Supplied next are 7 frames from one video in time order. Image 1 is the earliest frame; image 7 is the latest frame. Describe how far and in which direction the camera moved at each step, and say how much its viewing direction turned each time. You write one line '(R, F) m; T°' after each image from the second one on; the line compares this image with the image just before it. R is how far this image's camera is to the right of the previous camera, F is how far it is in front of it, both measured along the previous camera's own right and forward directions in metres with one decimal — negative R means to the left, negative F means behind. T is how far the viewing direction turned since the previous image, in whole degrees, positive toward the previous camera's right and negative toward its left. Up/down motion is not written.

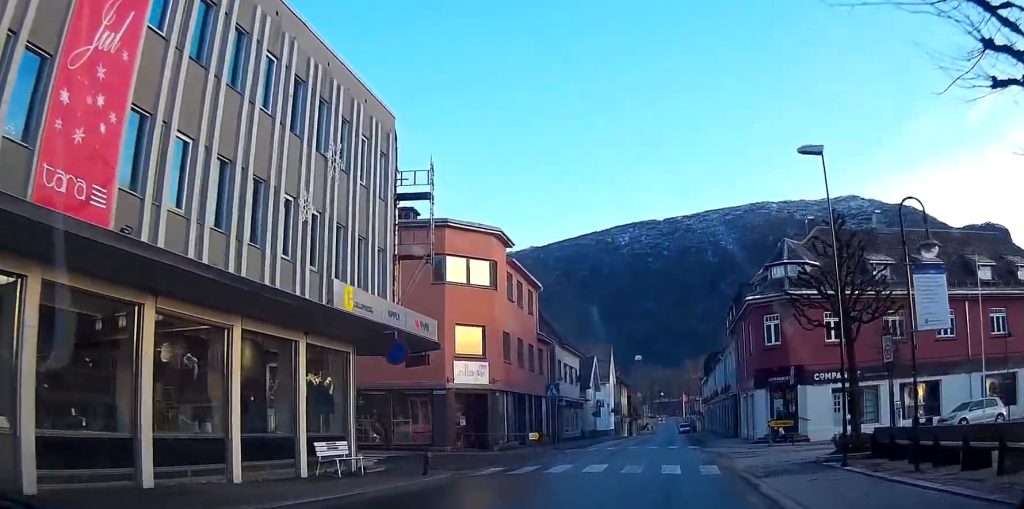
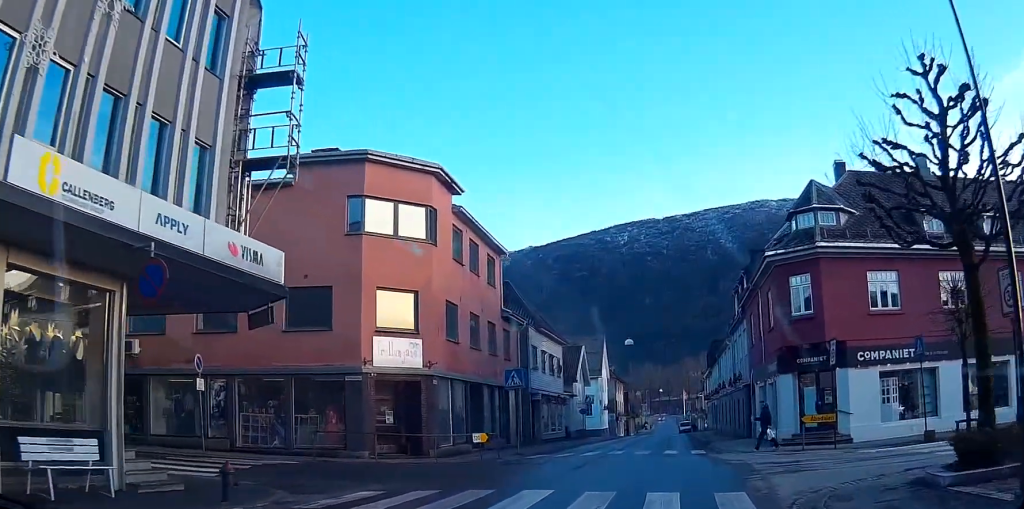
(0.0, +9.8) m; -2°
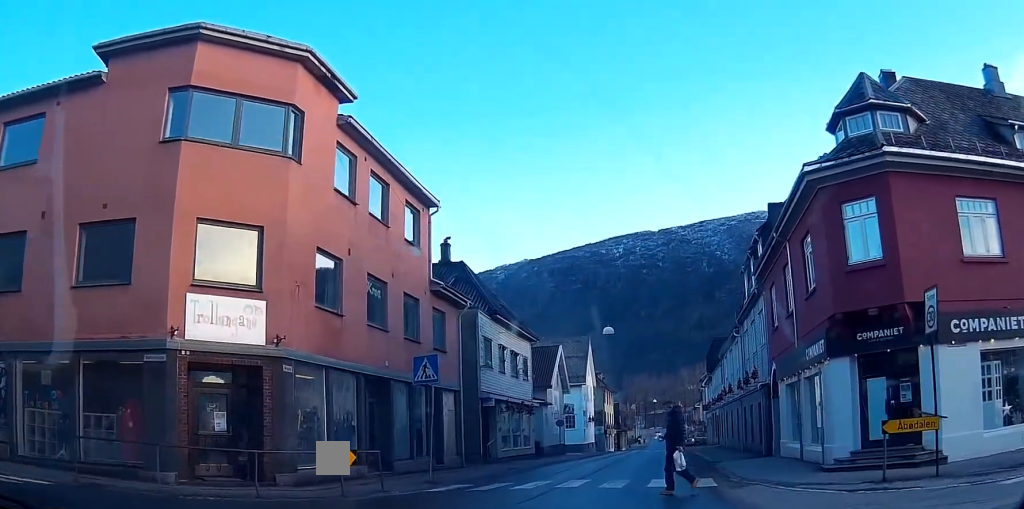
(-0.6, +12.0) m; -2°
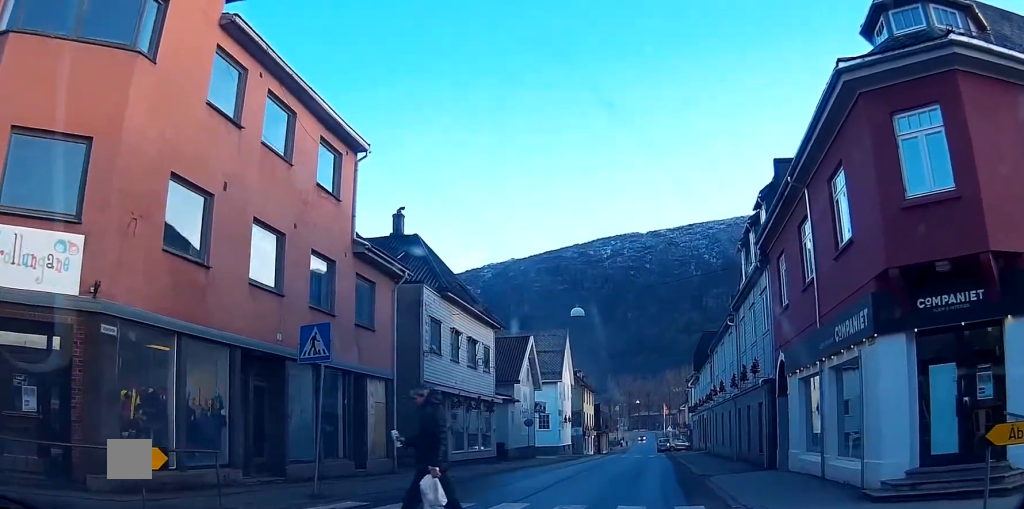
(+0.2, +7.9) m; +3°
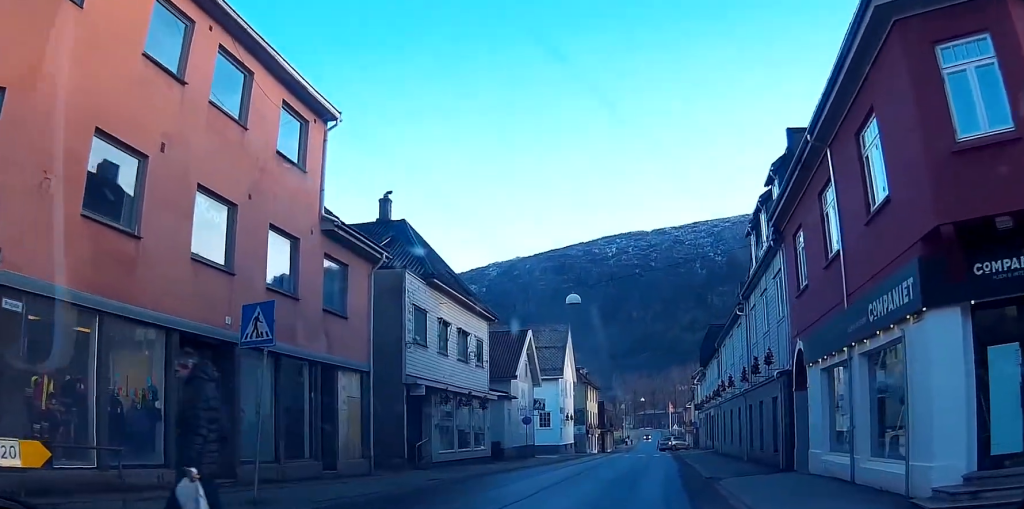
(0.0, +3.4) m; +1°
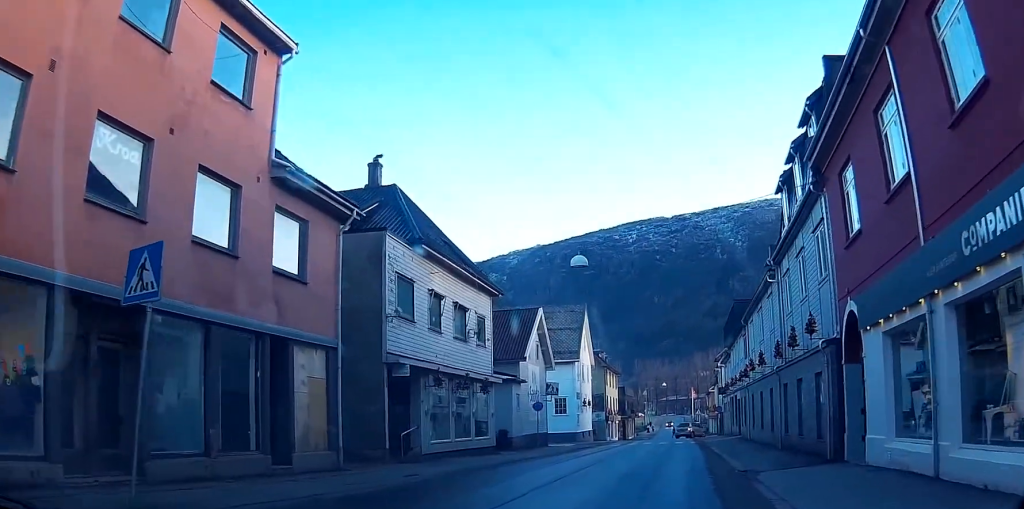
(+0.1, +4.7) m; +2°
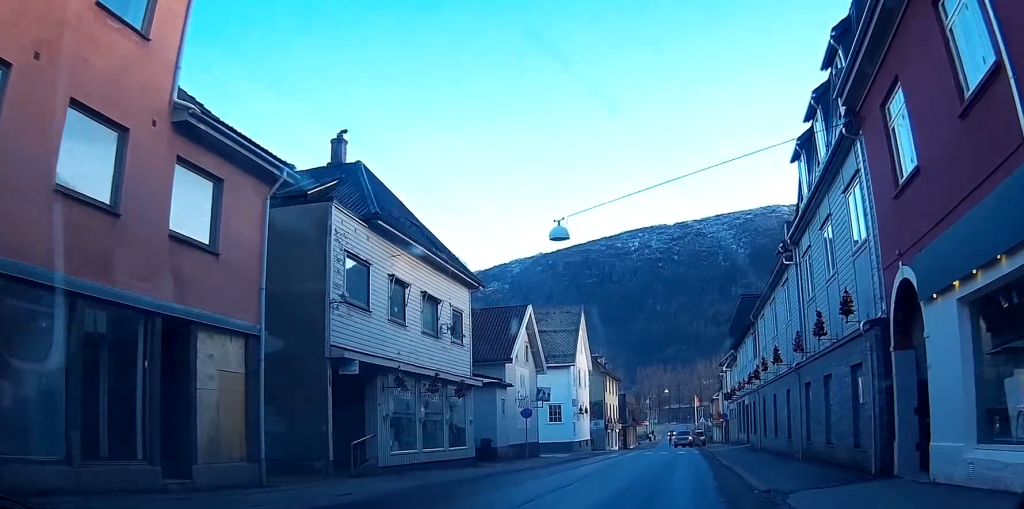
(+0.1, +4.9) m; -1°
